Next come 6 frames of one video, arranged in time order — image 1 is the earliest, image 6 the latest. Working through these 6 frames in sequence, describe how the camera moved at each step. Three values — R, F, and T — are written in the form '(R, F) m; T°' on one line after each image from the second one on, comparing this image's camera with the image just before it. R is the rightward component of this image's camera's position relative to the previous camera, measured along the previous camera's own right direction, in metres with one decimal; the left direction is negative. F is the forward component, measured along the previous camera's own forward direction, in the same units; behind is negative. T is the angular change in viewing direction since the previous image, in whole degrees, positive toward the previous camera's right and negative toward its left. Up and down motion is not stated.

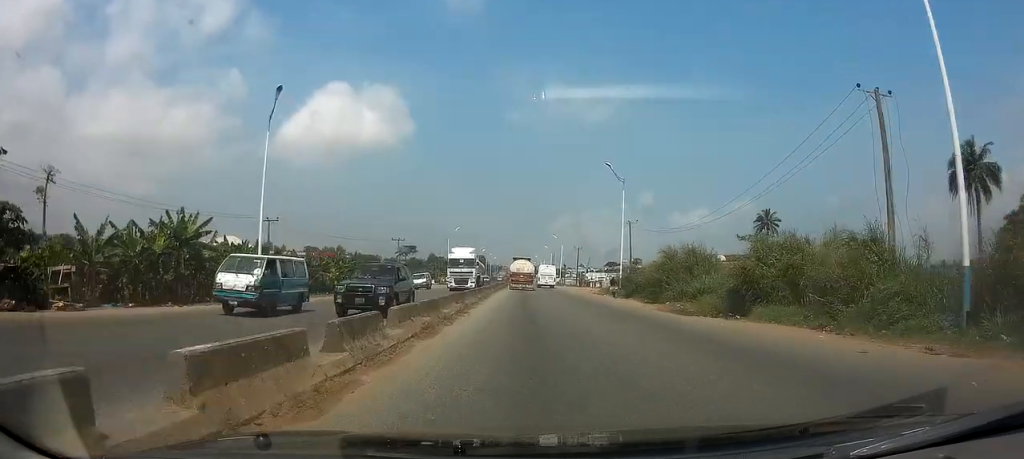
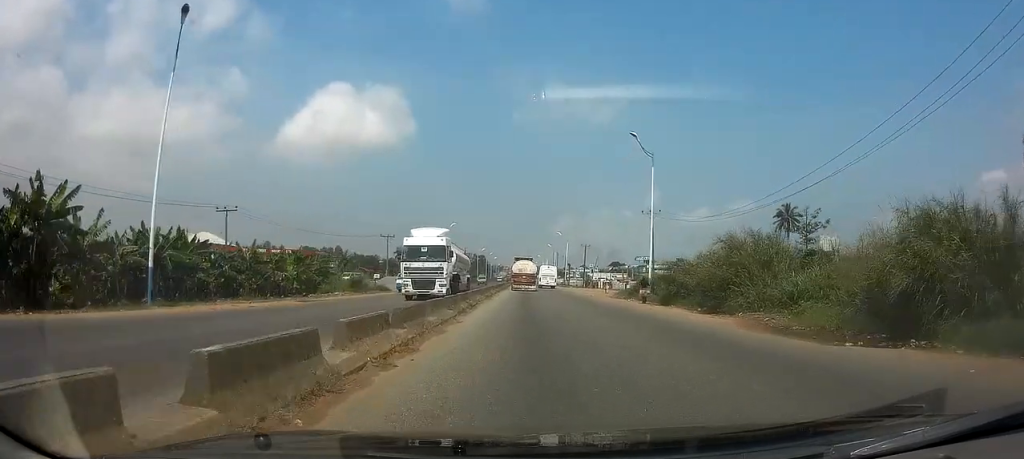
(-0.1, +10.5) m; 0°
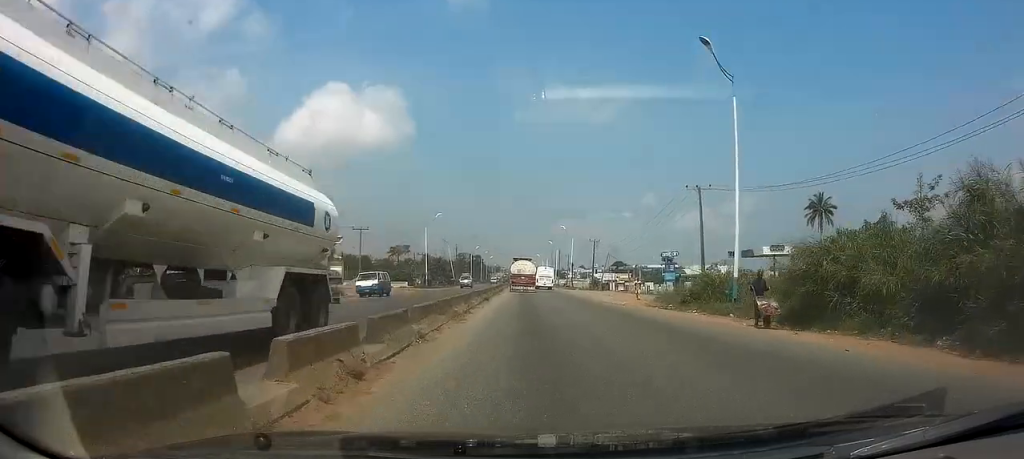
(0.0, +15.9) m; 0°
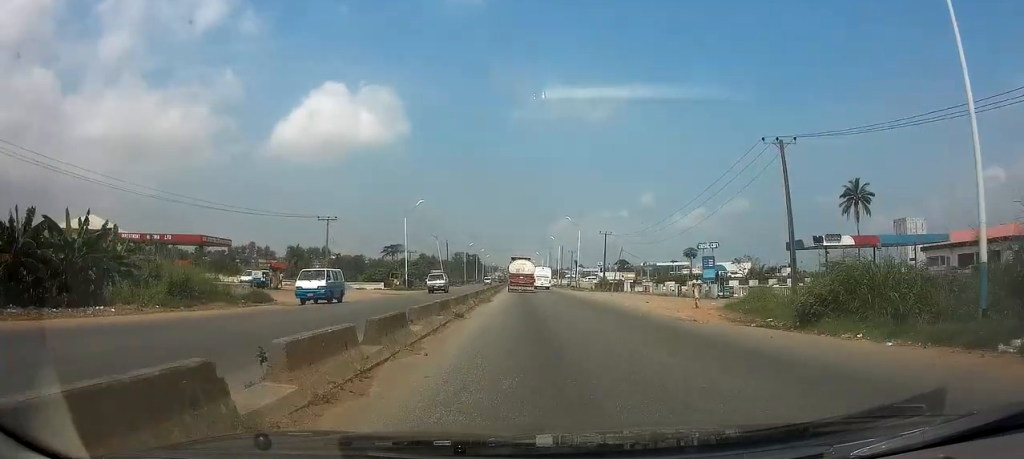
(0.0, +14.5) m; 0°
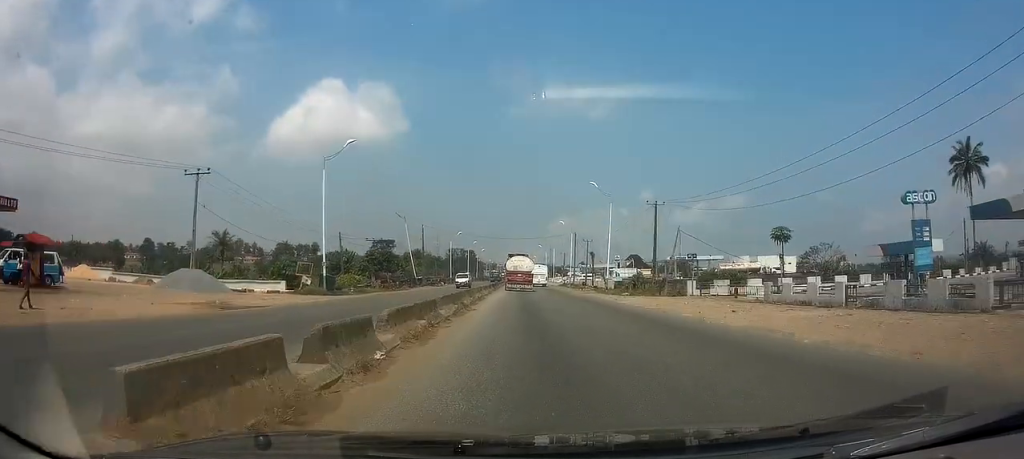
(+0.1, +31.0) m; 0°
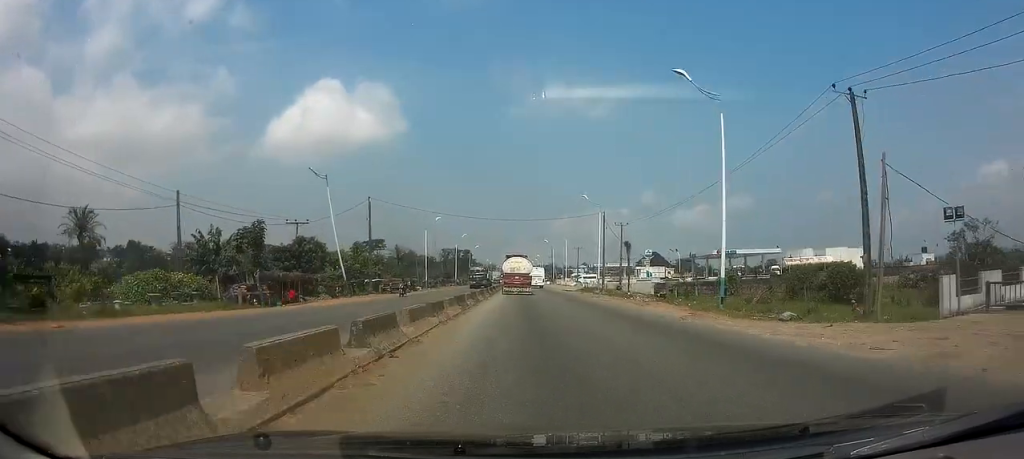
(+0.1, +33.2) m; 0°
